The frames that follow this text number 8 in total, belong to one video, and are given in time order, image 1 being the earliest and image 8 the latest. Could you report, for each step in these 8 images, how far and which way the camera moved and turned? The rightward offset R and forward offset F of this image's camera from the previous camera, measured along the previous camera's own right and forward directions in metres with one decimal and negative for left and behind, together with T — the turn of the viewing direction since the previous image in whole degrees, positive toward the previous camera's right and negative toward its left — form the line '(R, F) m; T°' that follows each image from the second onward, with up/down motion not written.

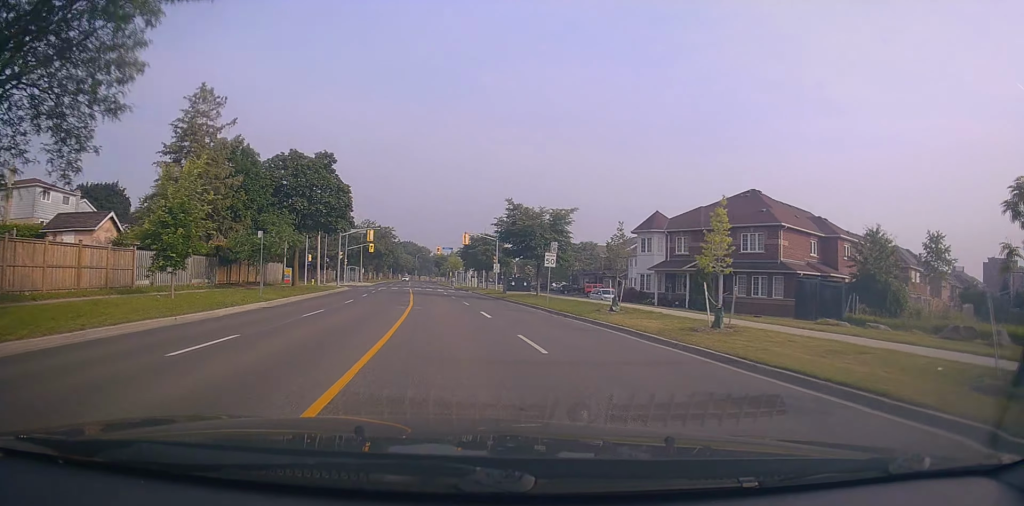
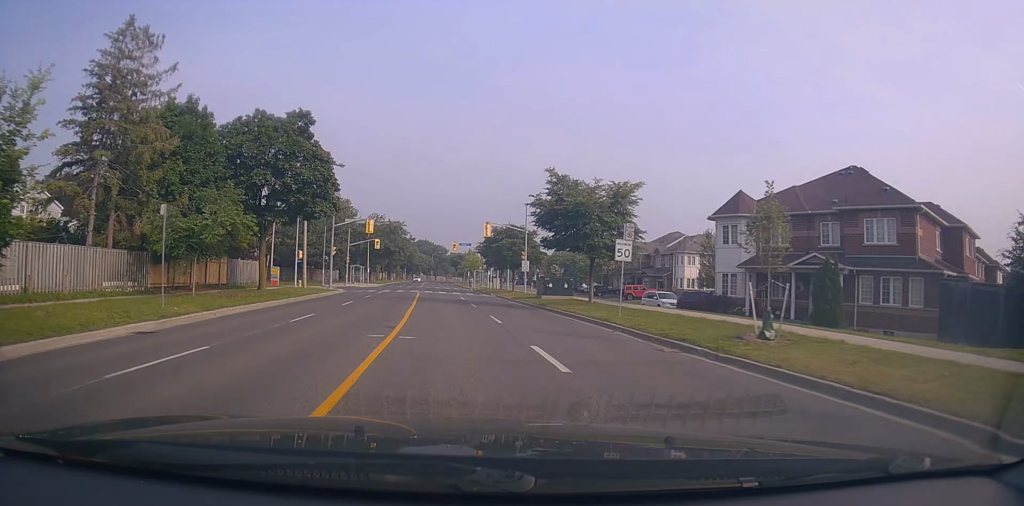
(-0.3, +11.3) m; -2°
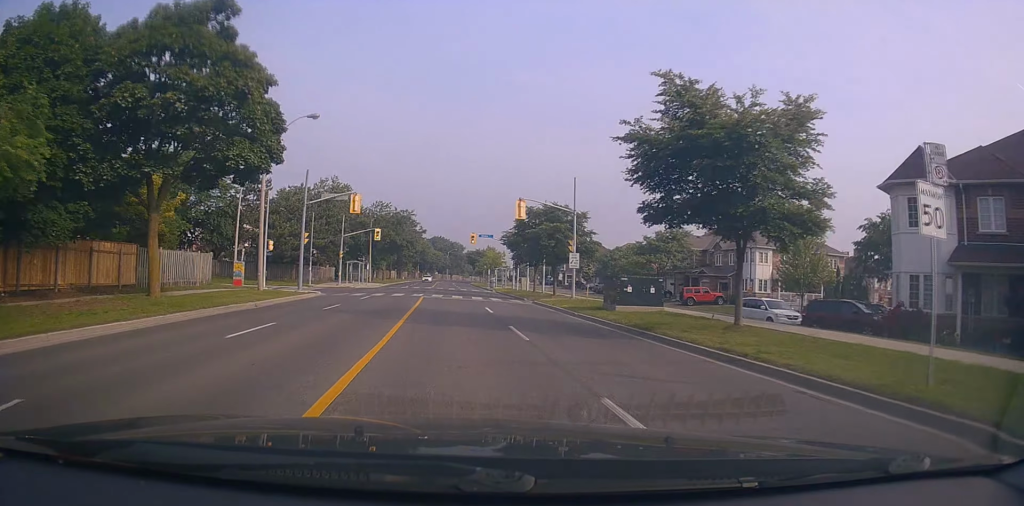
(-0.3, +14.3) m; -1°
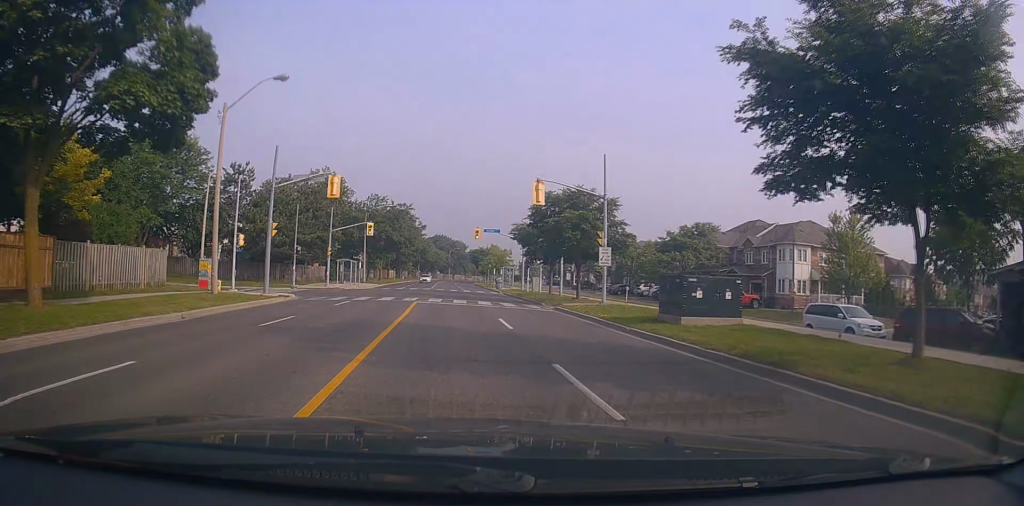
(0.0, +6.9) m; 0°
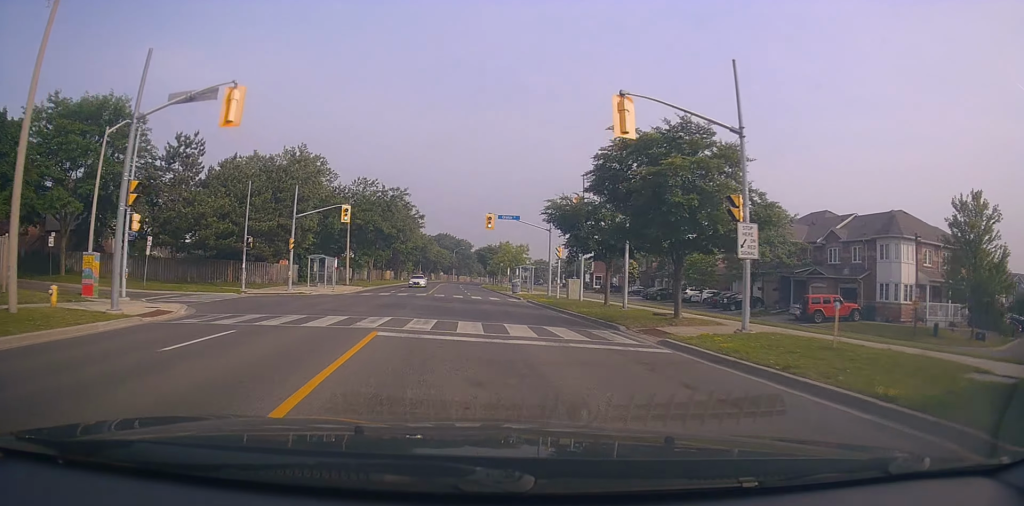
(0.0, +14.2) m; -1°
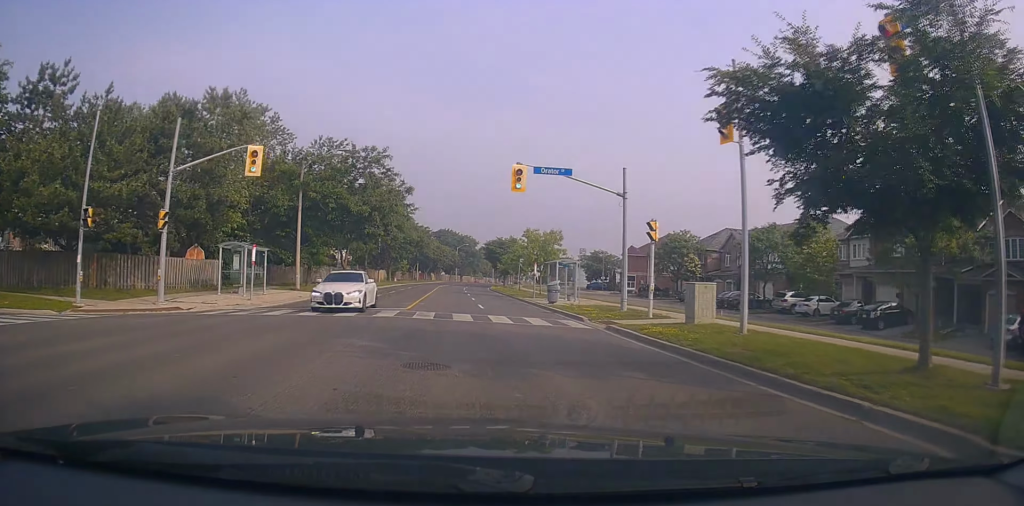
(-0.4, +19.5) m; -1°
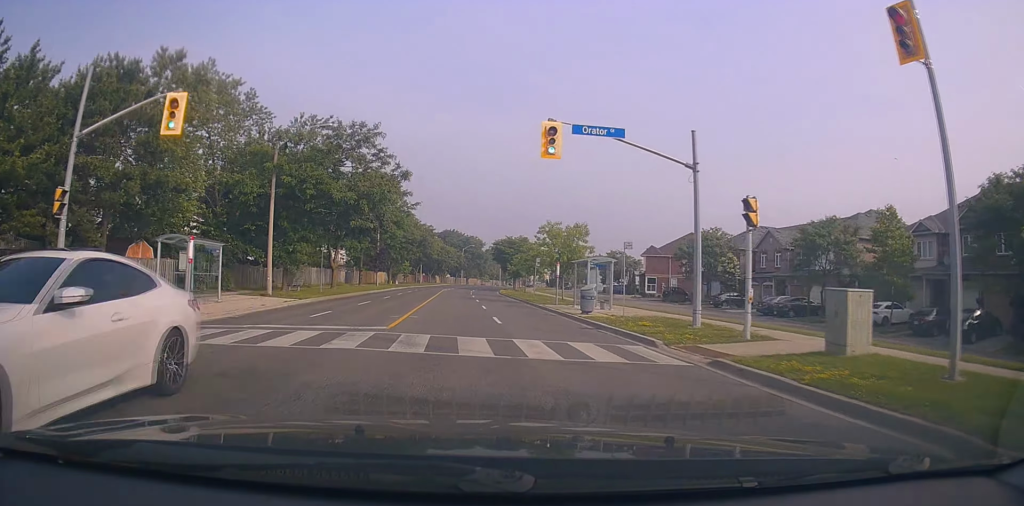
(0.0, +7.3) m; +1°
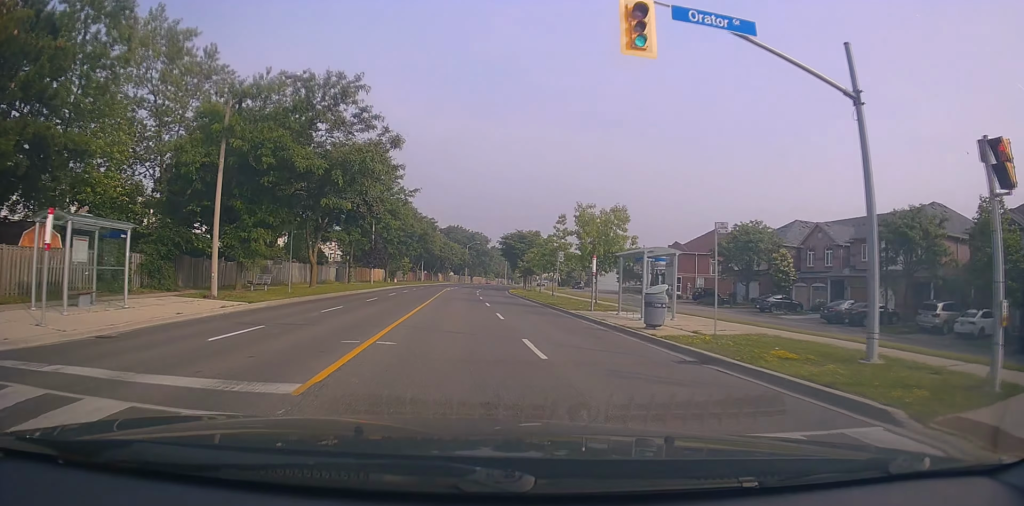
(+0.1, +8.2) m; 0°
